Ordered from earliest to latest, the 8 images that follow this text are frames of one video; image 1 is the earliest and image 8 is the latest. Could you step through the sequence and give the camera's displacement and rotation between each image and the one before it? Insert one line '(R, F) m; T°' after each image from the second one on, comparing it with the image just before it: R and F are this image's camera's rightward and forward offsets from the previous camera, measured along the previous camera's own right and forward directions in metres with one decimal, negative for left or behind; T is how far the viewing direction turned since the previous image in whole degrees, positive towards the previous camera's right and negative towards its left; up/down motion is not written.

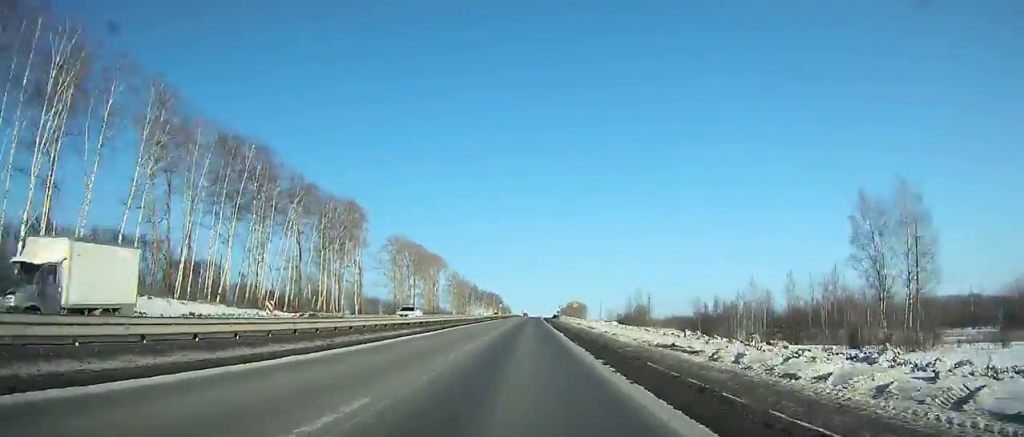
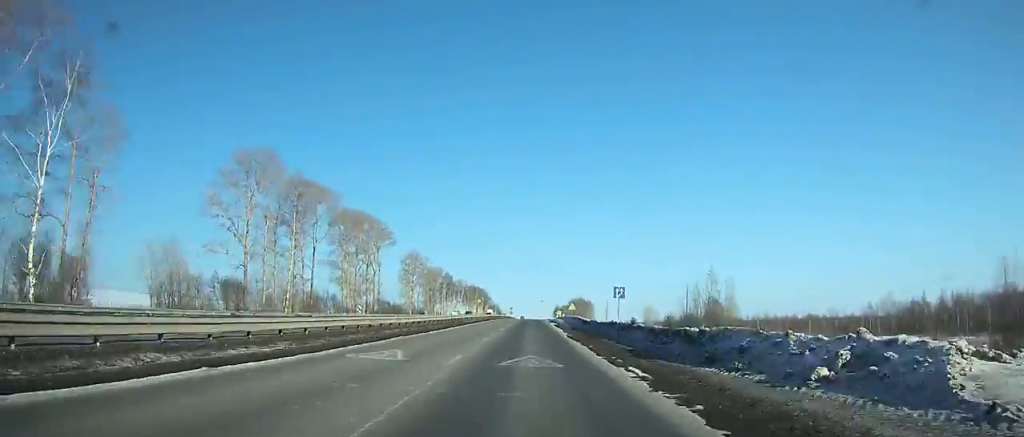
(+0.6, +98.7) m; +1°
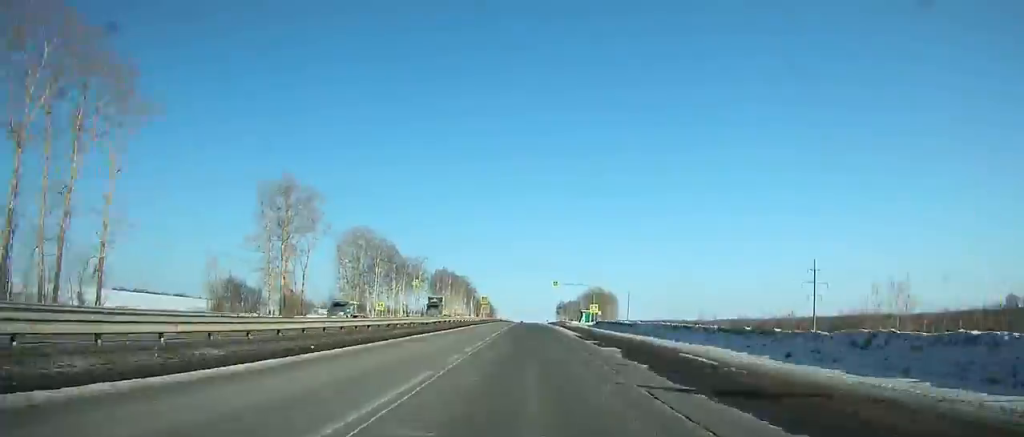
(+0.6, +120.4) m; 0°
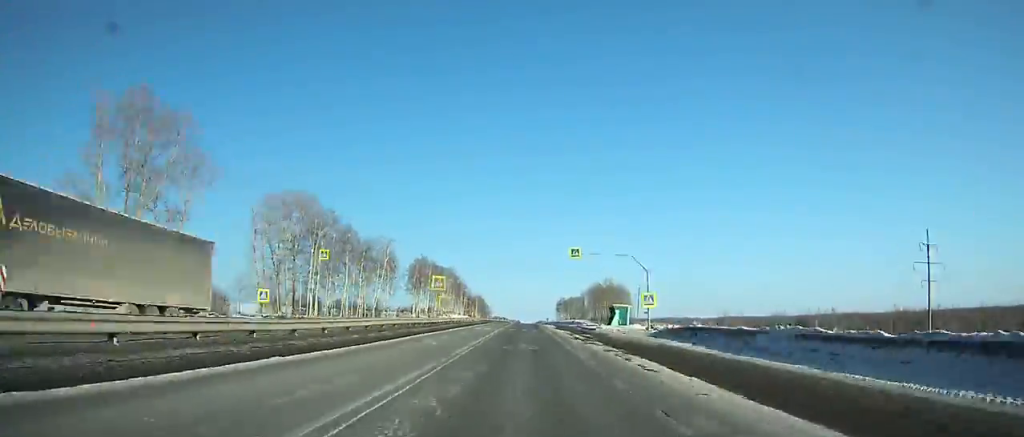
(0.0, +45.2) m; 0°
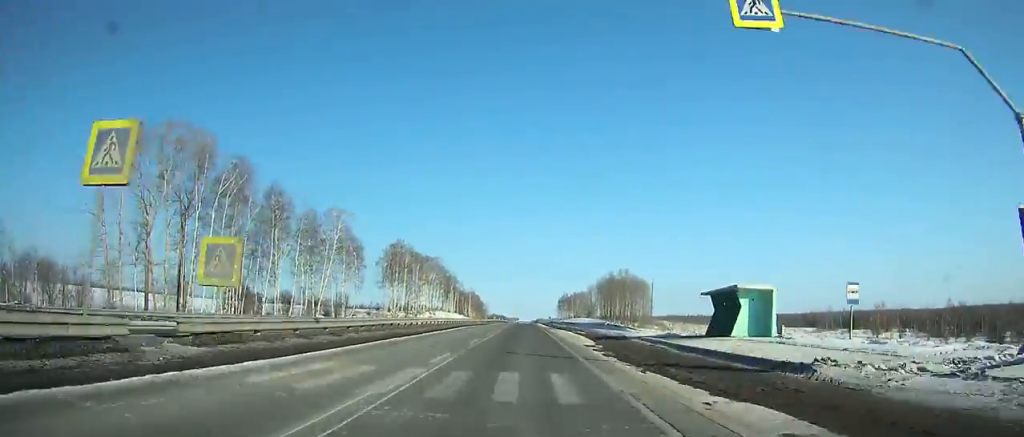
(0.0, +40.3) m; 0°
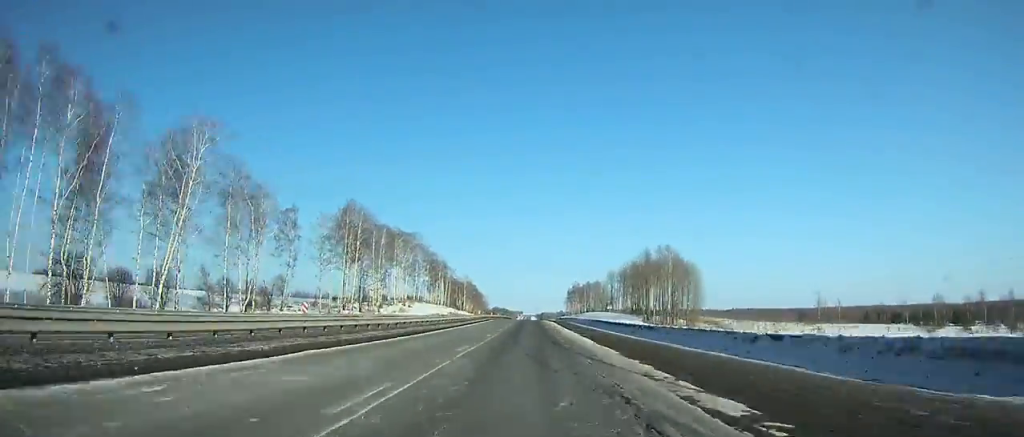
(0.0, +53.2) m; 0°
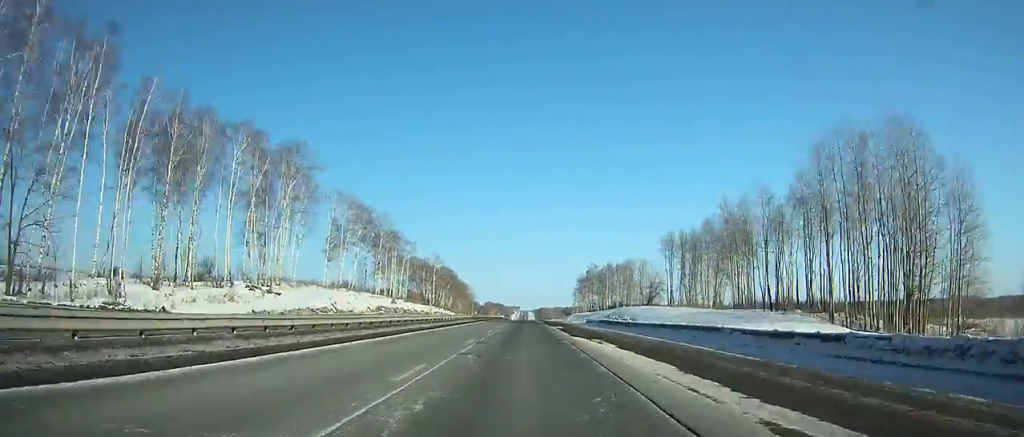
(+0.2, +91.5) m; 0°
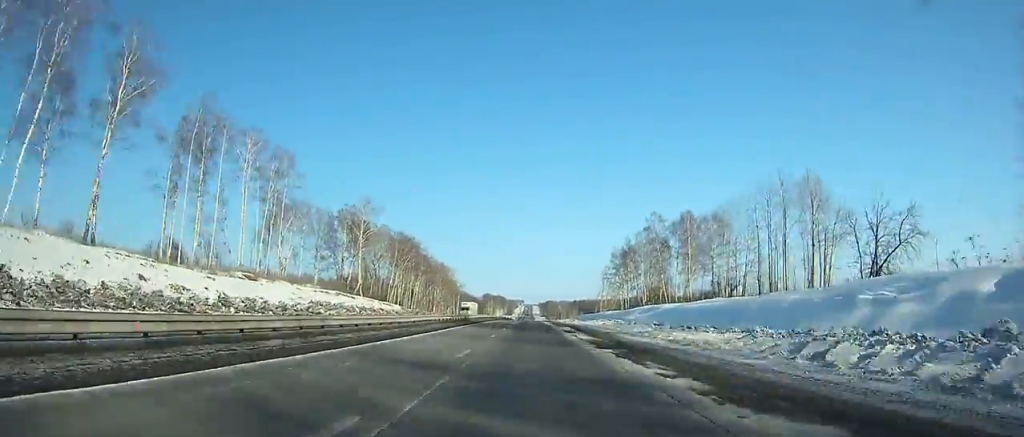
(-0.1, +102.1) m; 0°
